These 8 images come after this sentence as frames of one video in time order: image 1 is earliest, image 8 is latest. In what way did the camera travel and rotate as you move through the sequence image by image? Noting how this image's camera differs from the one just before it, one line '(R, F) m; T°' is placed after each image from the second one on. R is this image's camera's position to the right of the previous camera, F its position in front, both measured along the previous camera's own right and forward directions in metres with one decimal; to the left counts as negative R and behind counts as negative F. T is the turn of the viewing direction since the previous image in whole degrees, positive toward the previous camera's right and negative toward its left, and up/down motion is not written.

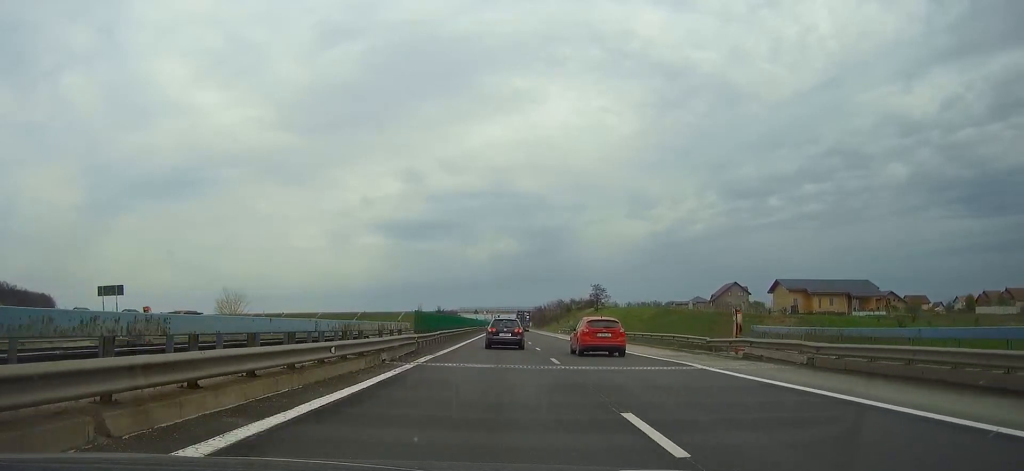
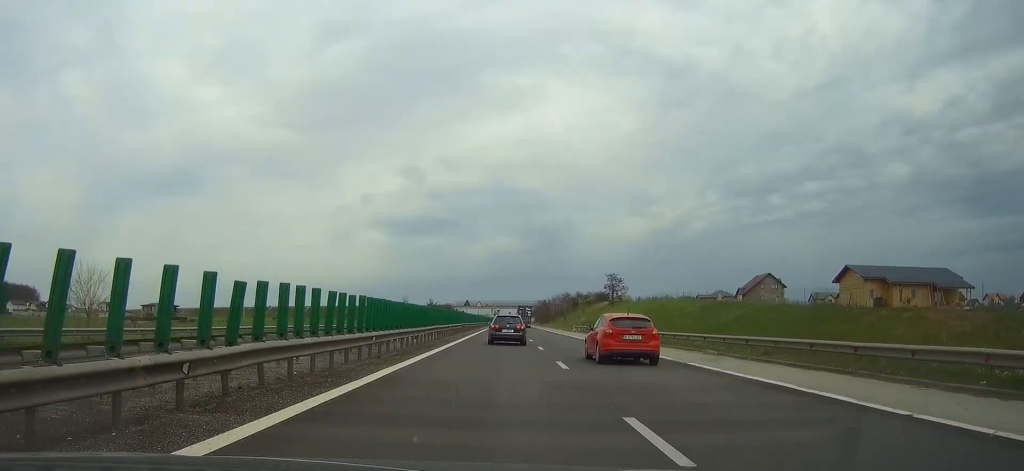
(0.0, +26.8) m; 0°
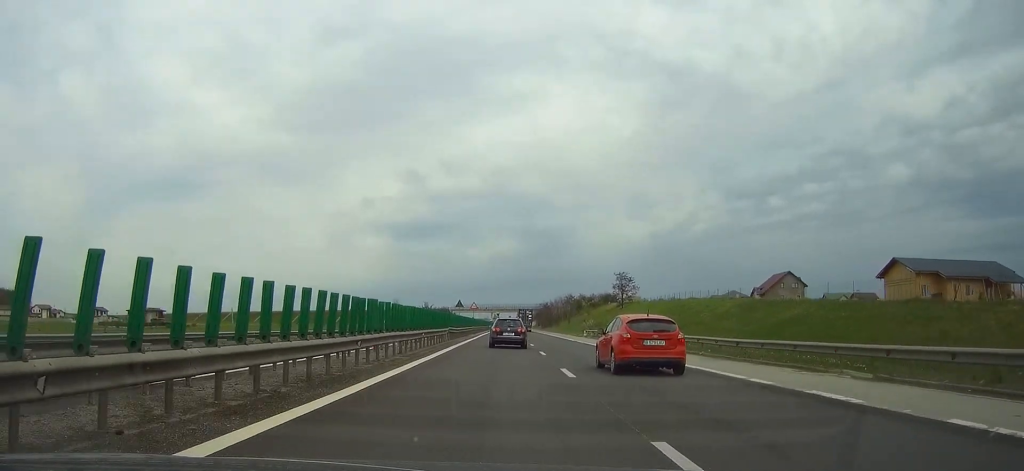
(0.0, +13.6) m; 0°
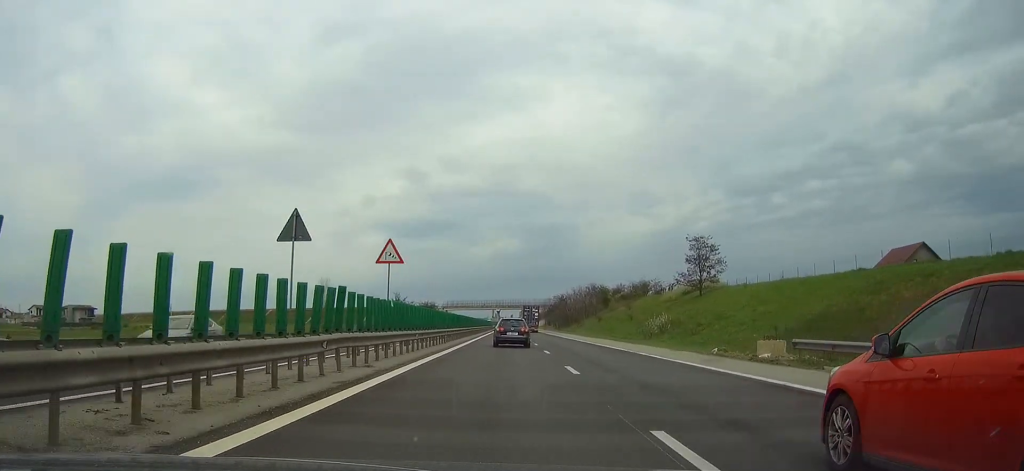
(-0.3, +58.6) m; 0°
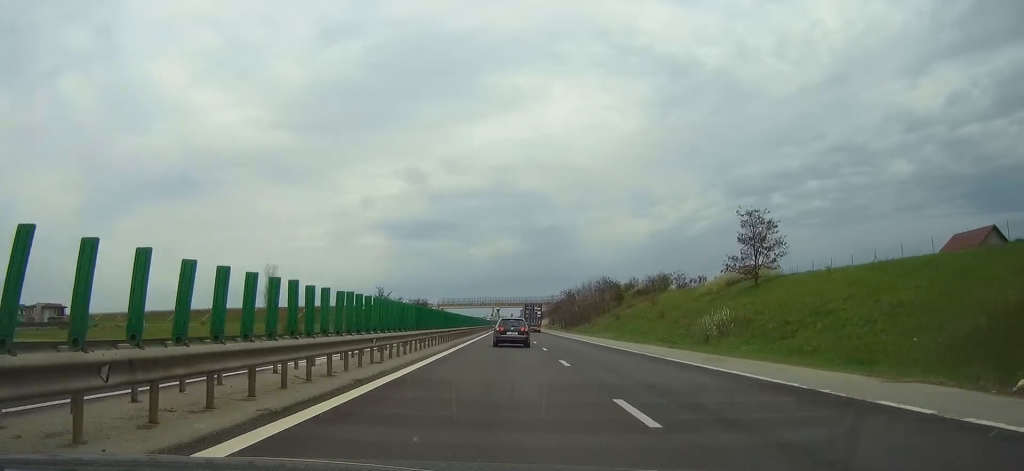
(0.0, +20.3) m; 0°
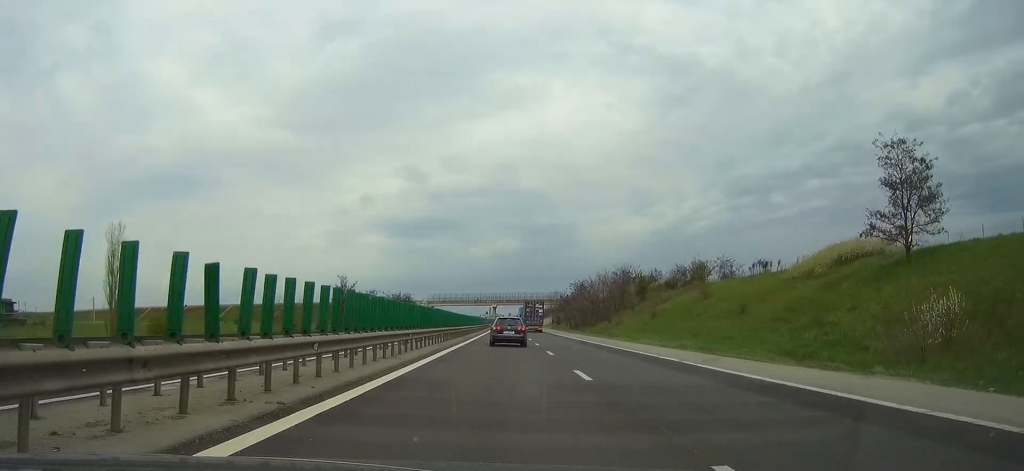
(+0.1, +28.8) m; 0°
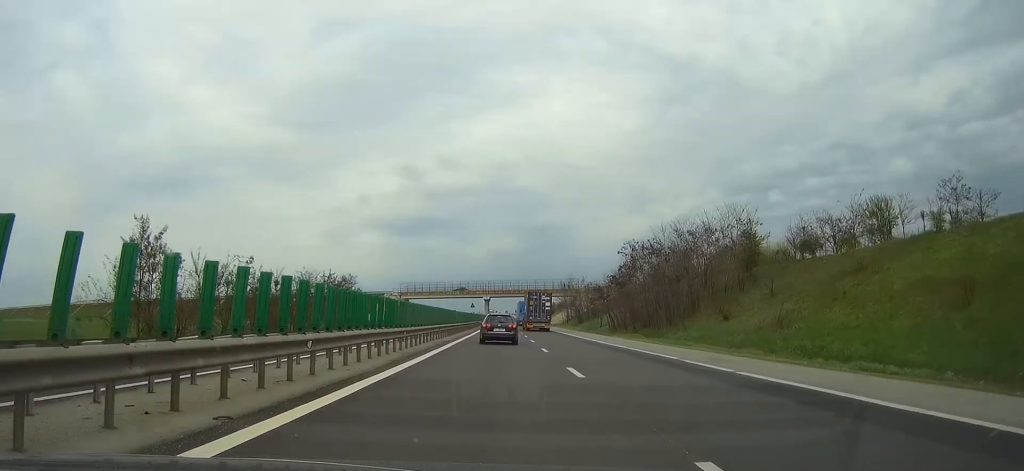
(-0.1, +58.2) m; 0°
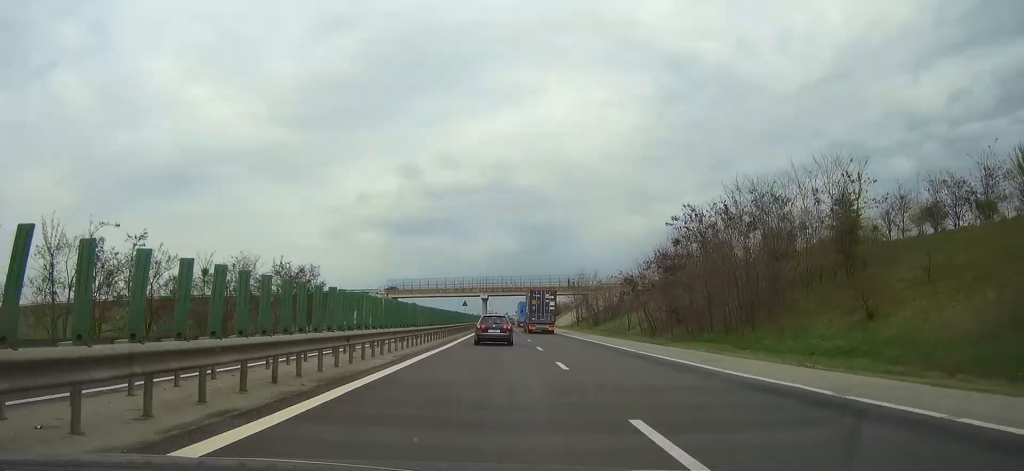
(0.0, +21.0) m; 0°
